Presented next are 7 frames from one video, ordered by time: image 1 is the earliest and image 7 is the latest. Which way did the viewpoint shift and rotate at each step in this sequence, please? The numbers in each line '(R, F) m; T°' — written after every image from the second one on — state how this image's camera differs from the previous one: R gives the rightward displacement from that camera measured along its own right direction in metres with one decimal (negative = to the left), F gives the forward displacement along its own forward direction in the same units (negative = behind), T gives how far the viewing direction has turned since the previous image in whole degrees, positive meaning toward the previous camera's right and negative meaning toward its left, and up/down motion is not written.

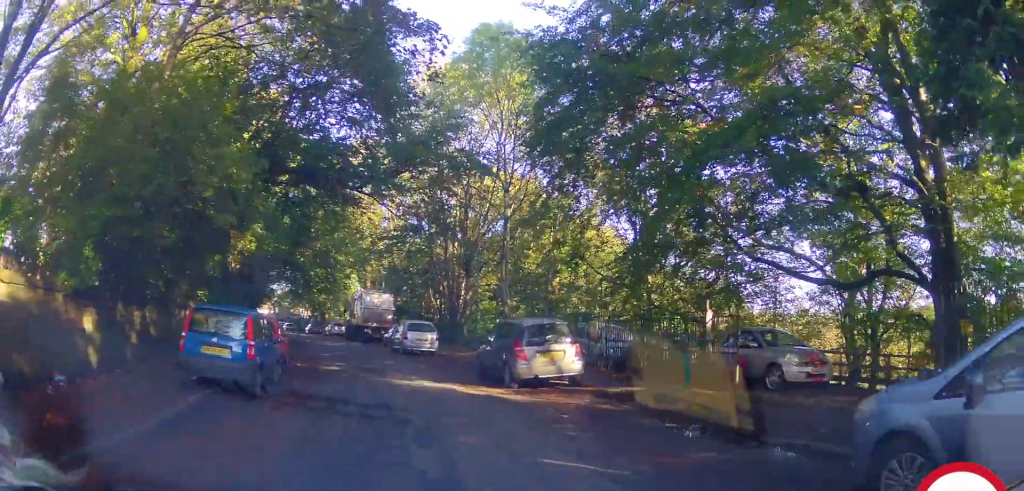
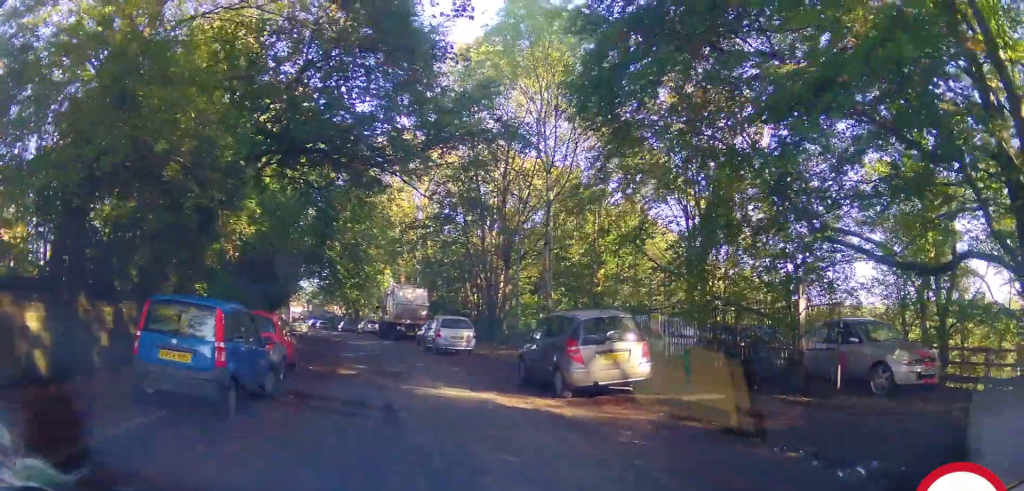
(0.0, +2.3) m; 0°
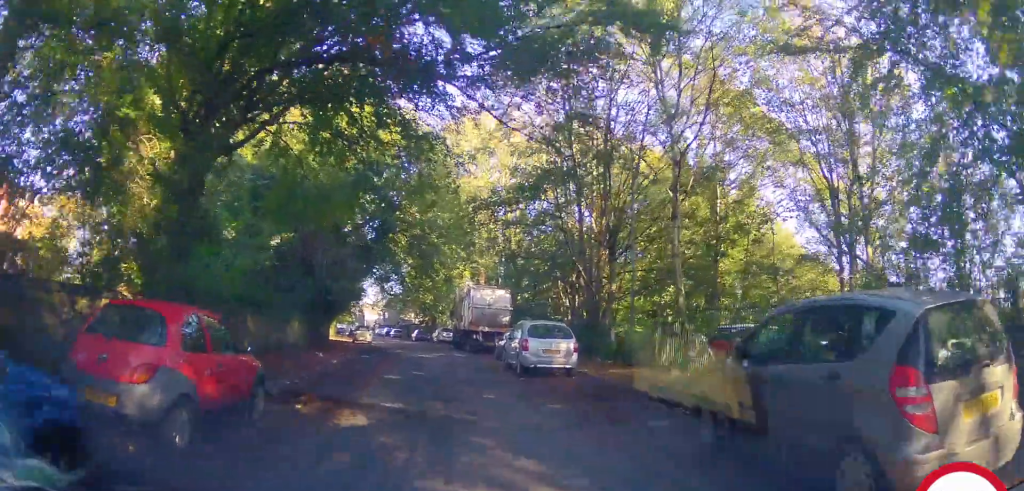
(0.0, +5.9) m; -3°
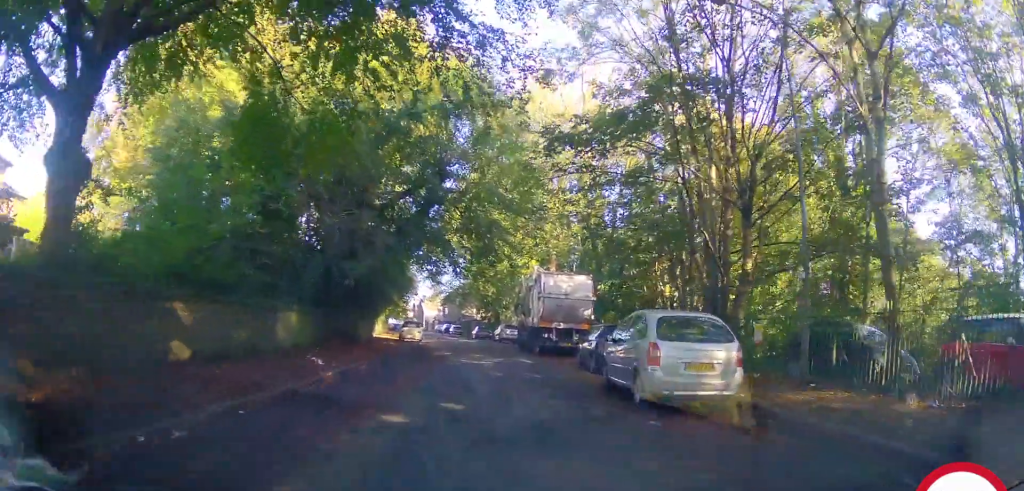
(-0.5, +6.4) m; -9°
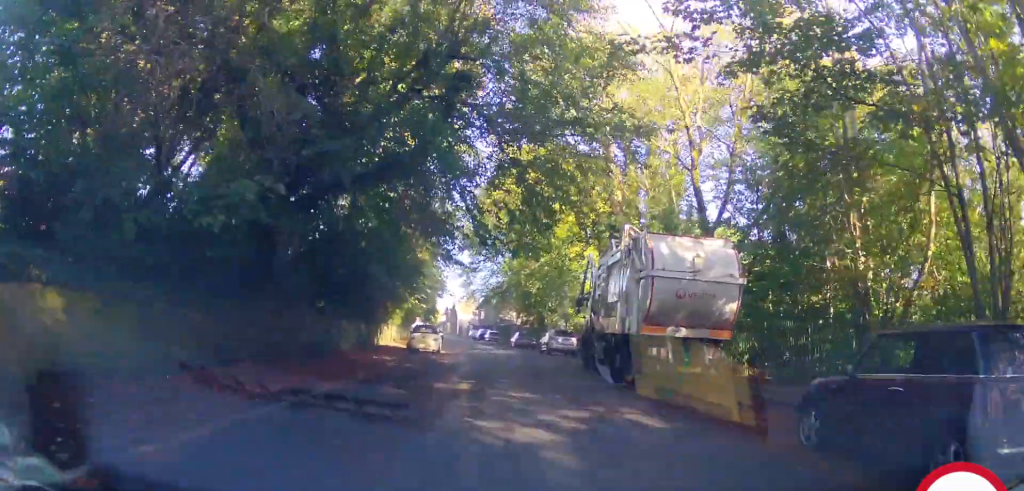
(-0.8, +10.7) m; -8°
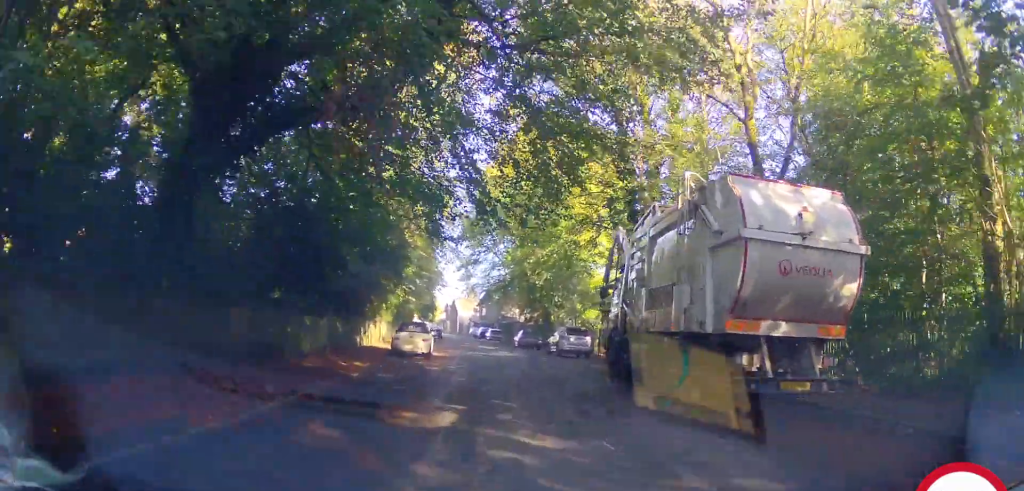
(0.0, +4.5) m; 0°
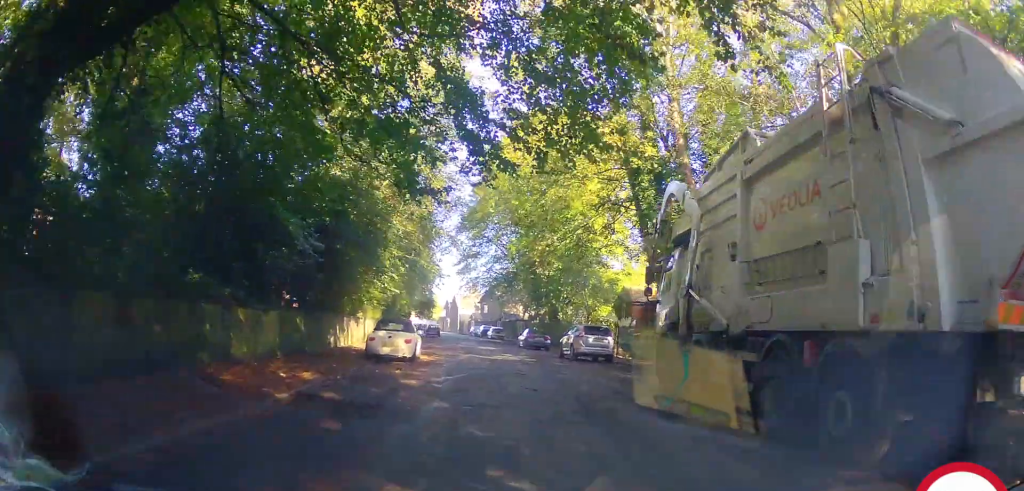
(+0.1, +4.9) m; -1°
